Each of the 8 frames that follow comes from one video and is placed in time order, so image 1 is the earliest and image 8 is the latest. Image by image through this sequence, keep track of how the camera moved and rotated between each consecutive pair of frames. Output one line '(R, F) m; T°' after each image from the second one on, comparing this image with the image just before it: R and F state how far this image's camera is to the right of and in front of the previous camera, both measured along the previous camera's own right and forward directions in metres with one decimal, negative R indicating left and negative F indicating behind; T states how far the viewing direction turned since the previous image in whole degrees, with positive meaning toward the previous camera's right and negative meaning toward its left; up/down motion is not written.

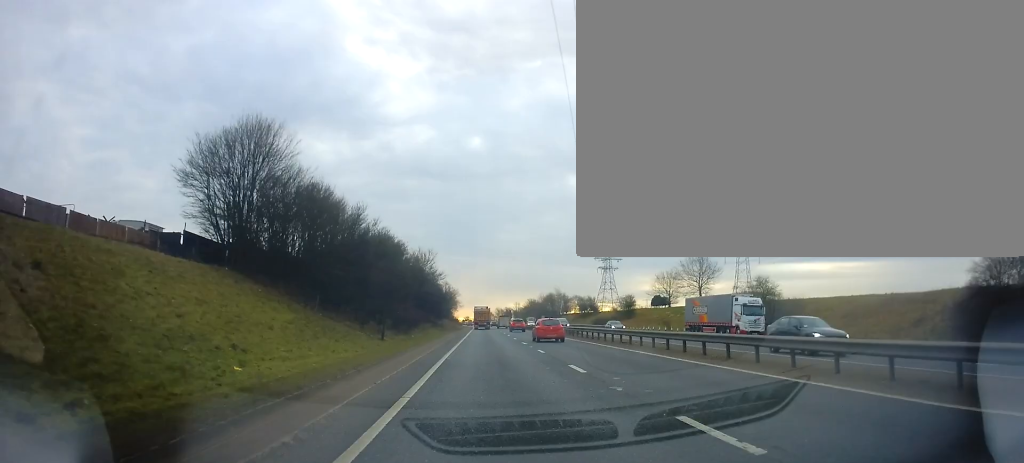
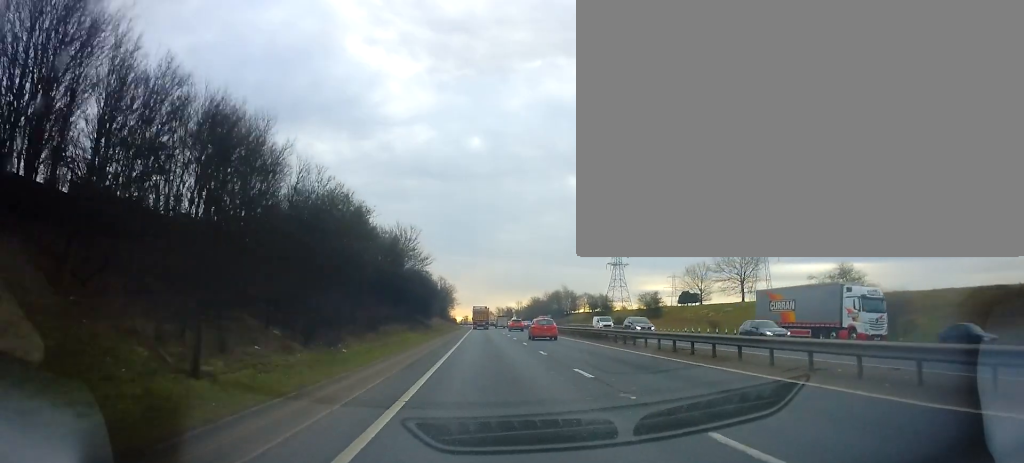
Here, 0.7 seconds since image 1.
(0.0, +20.0) m; 0°
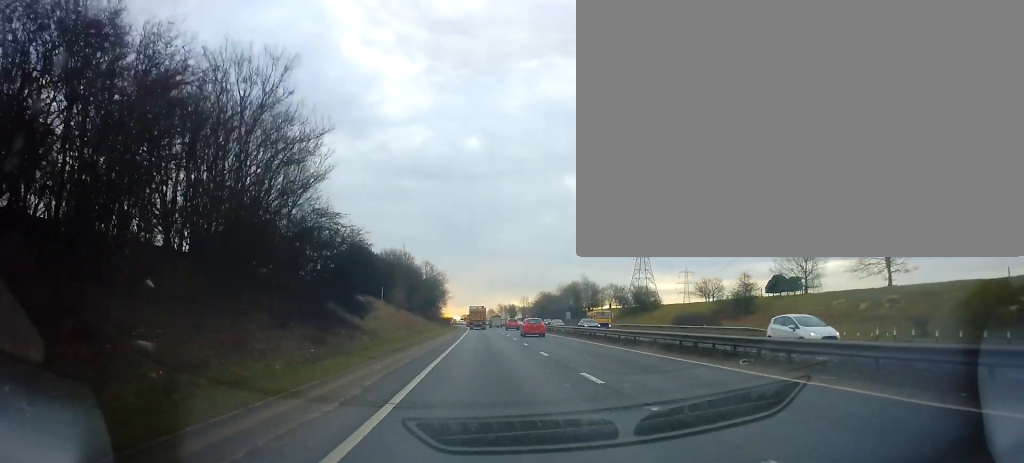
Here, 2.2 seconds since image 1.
(+0.2, +38.7) m; 0°
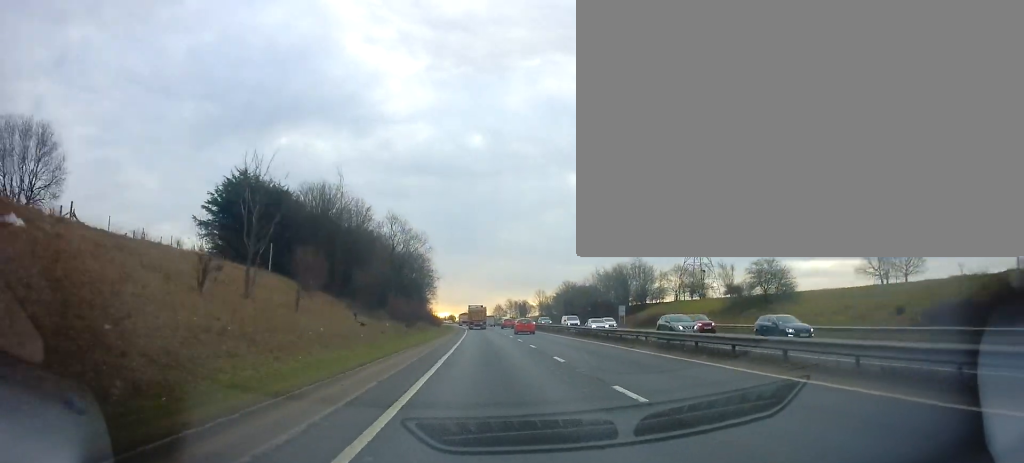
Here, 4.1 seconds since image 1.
(-0.1, +46.5) m; 0°
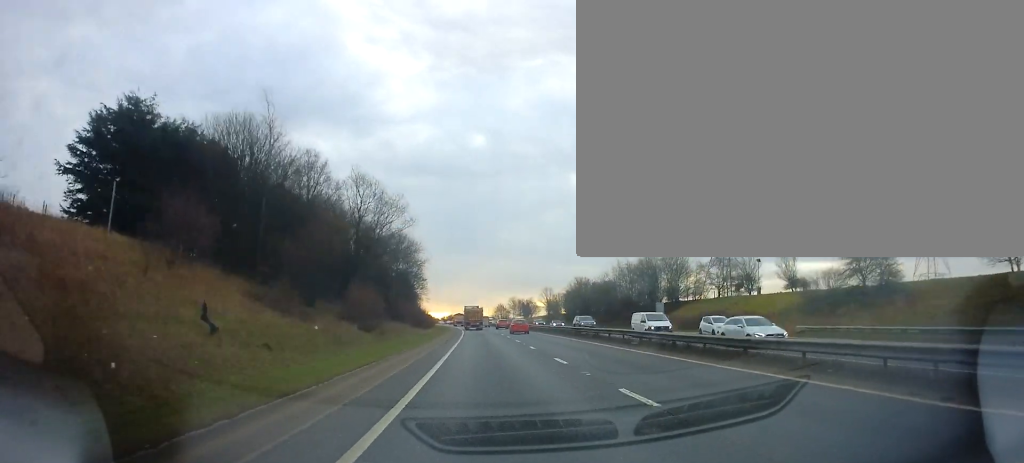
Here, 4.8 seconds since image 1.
(0.0, +18.8) m; 0°
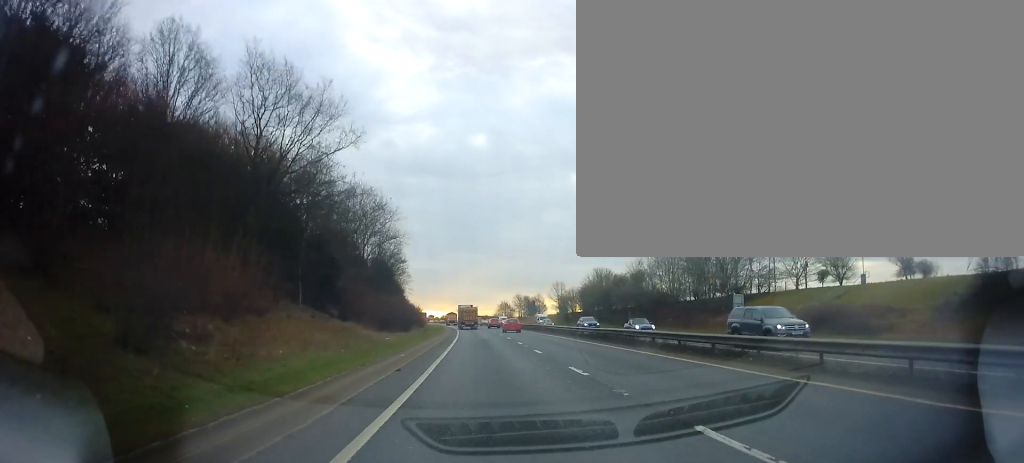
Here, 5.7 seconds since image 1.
(0.0, +22.9) m; 0°
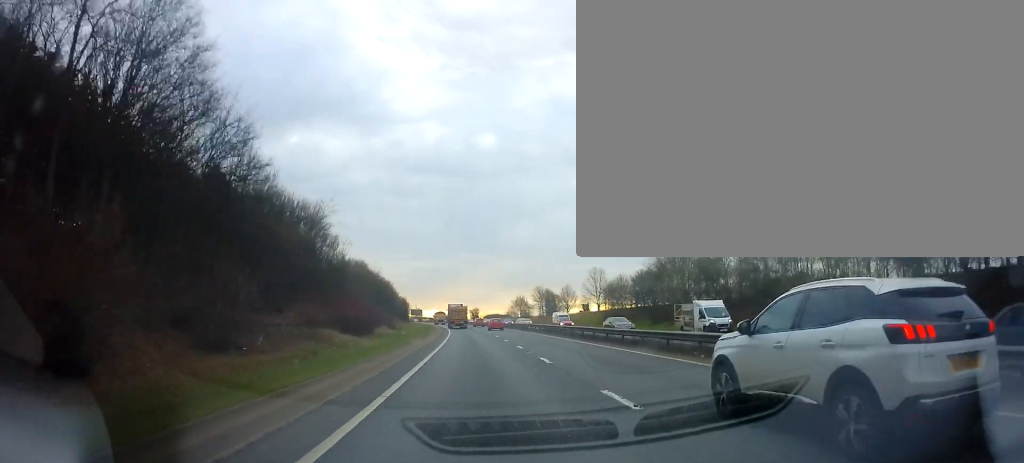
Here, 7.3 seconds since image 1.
(-0.4, +41.8) m; -2°
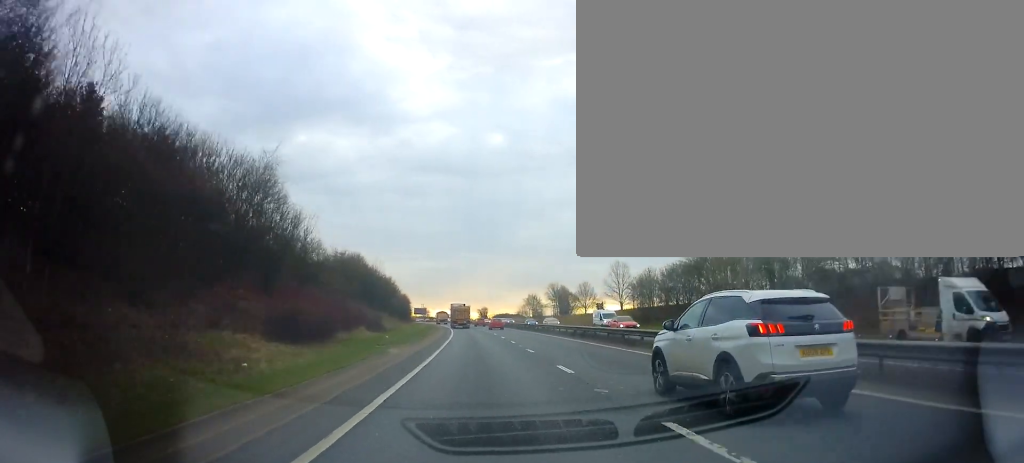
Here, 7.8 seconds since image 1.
(-0.1, +12.5) m; -1°
